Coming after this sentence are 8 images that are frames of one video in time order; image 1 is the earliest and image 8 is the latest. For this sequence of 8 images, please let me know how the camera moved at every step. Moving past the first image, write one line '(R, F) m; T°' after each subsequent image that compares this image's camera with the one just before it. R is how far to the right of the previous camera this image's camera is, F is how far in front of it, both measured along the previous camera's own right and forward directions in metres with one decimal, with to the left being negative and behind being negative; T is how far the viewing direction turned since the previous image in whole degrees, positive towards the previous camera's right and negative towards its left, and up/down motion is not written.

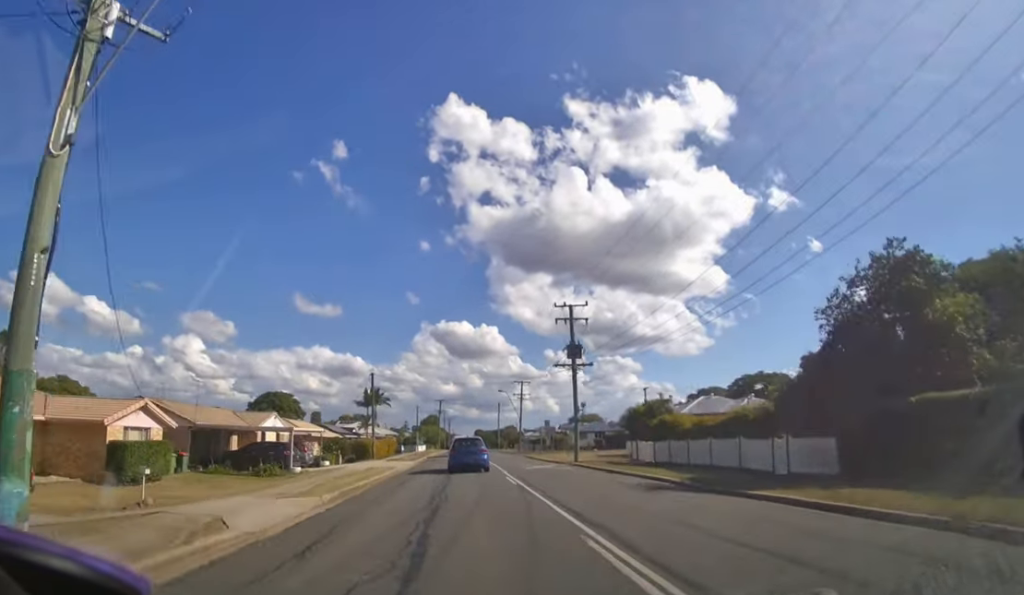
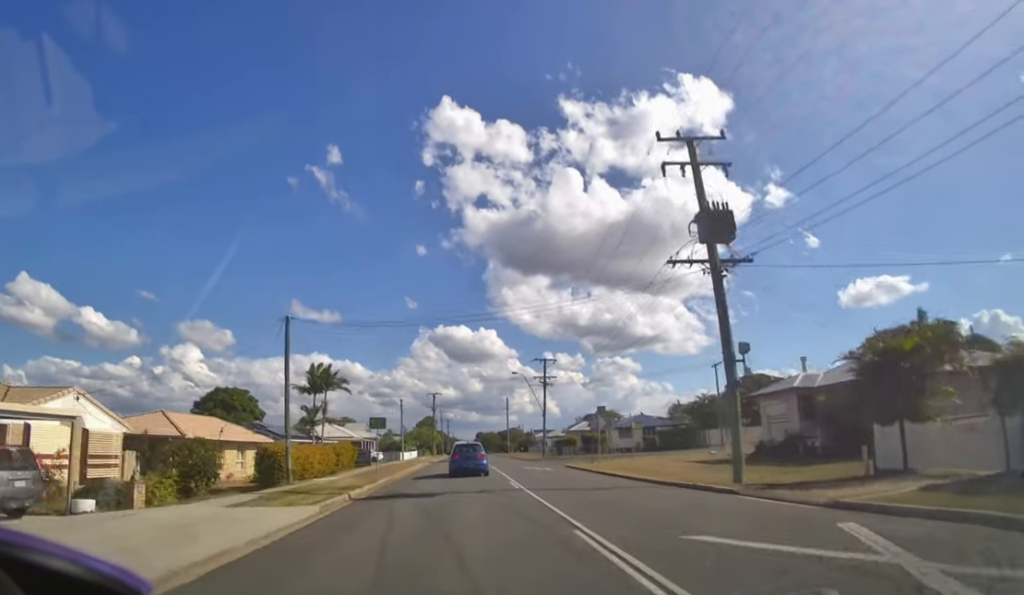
(-0.1, +20.8) m; 0°
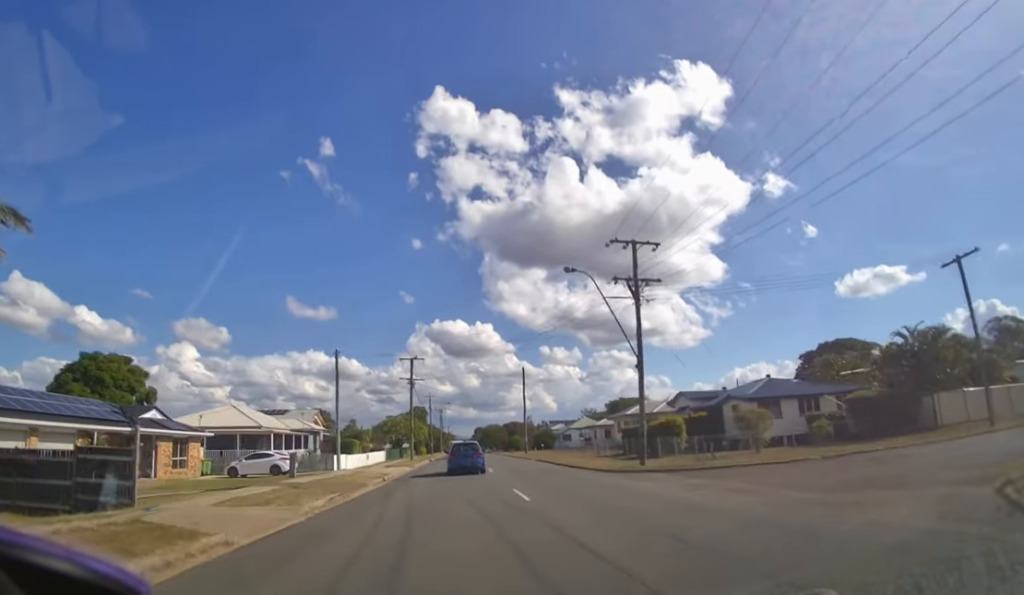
(+0.3, +26.4) m; +1°
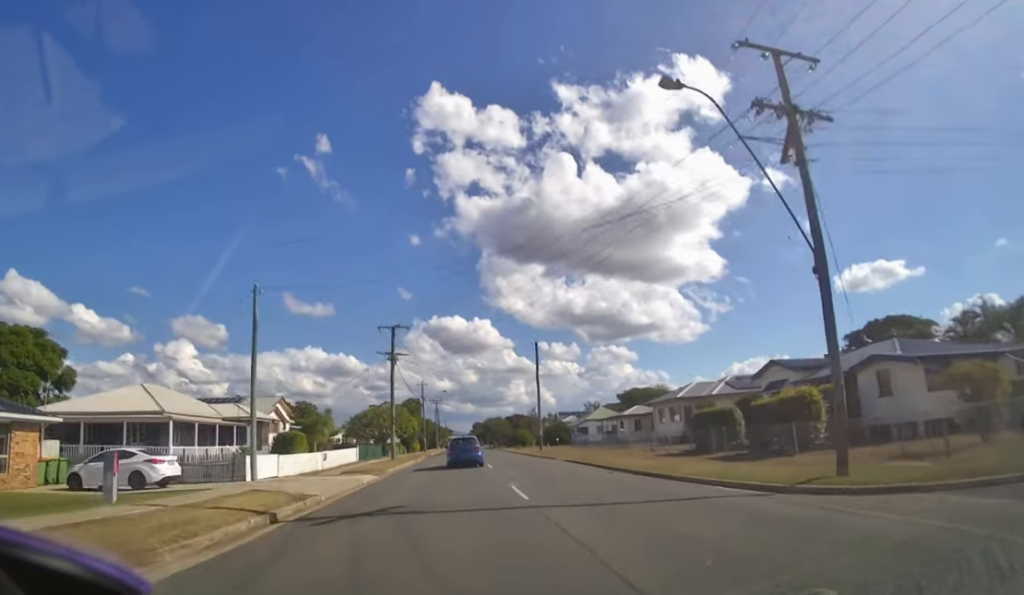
(0.0, +13.0) m; 0°
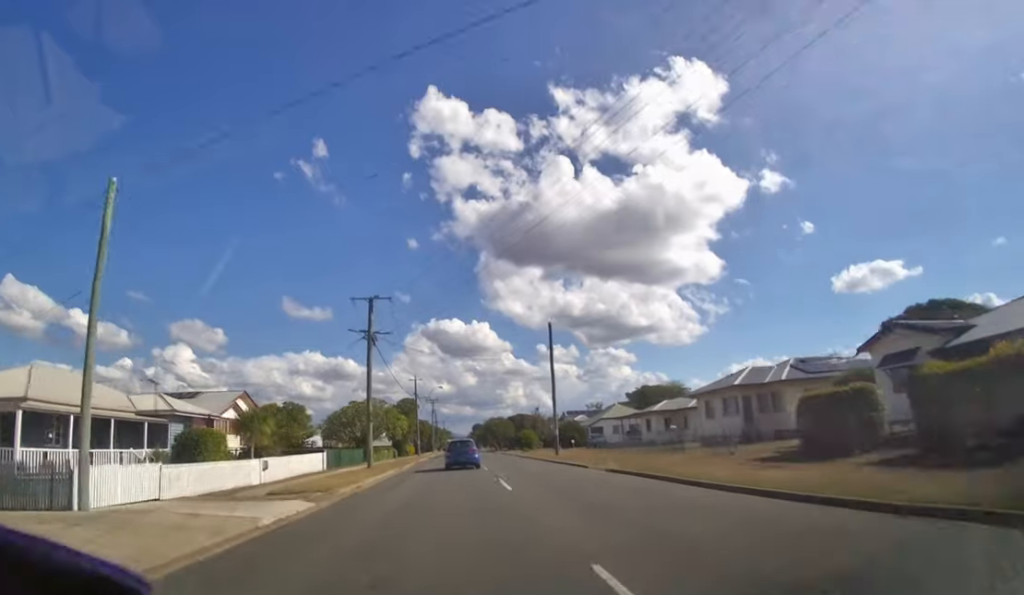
(0.0, +9.2) m; 0°
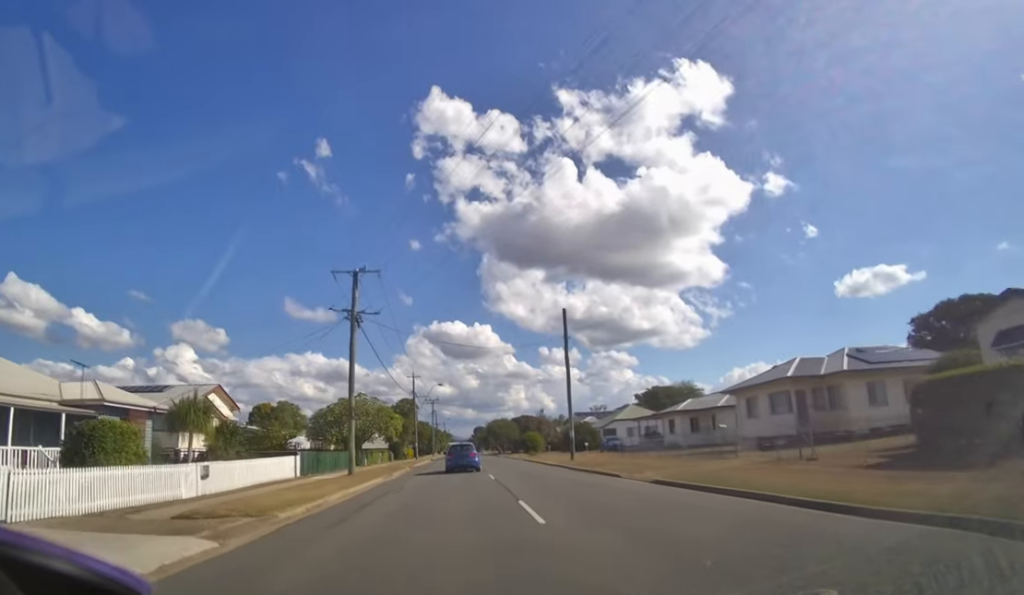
(0.0, +6.2) m; 0°
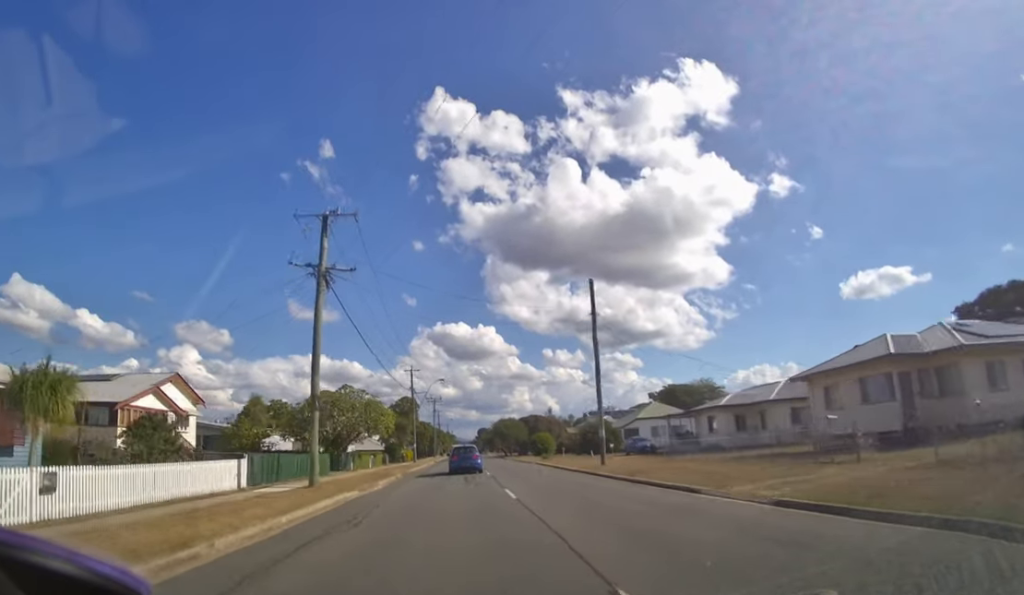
(0.0, +7.6) m; 0°
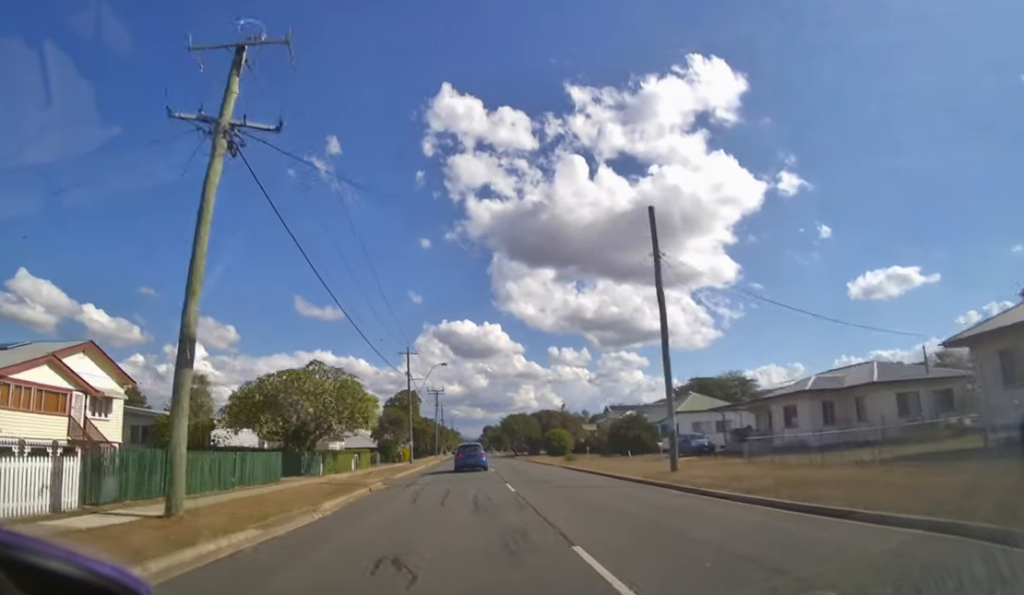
(+0.1, +11.1) m; 0°
